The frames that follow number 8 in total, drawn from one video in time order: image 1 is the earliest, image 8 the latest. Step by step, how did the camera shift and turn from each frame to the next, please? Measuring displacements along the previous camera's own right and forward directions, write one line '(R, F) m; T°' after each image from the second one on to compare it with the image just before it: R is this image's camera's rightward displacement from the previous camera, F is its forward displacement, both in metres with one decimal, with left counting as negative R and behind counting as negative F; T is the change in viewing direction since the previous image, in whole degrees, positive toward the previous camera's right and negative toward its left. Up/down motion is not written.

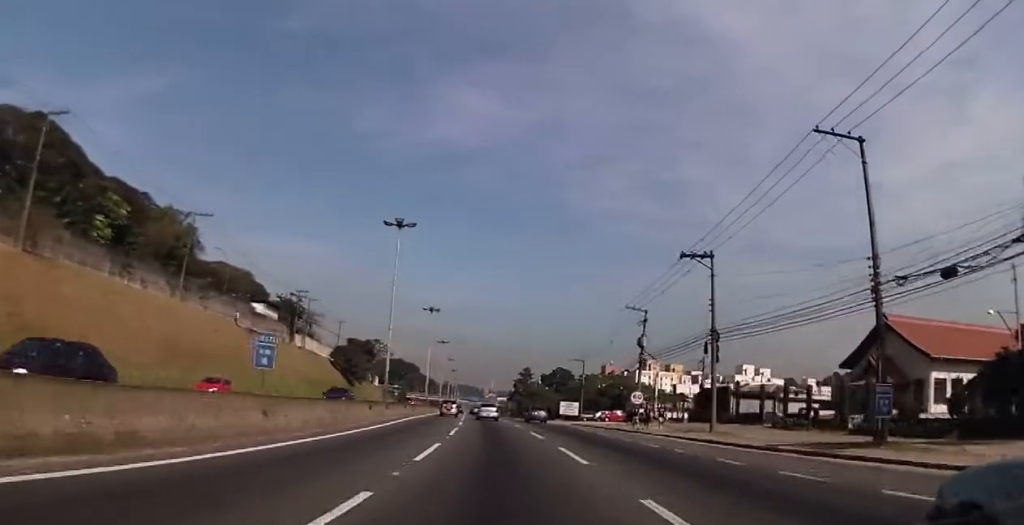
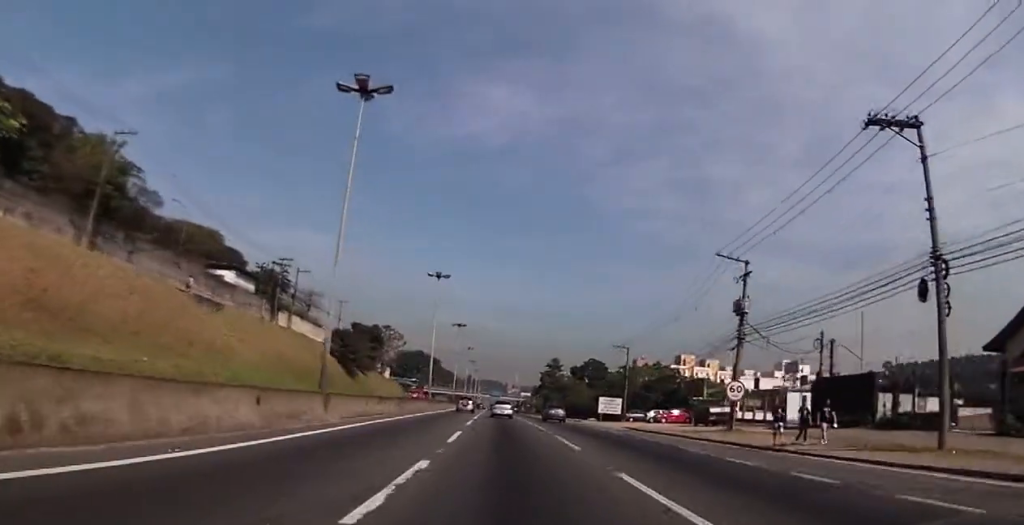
(-0.4, +21.5) m; -2°
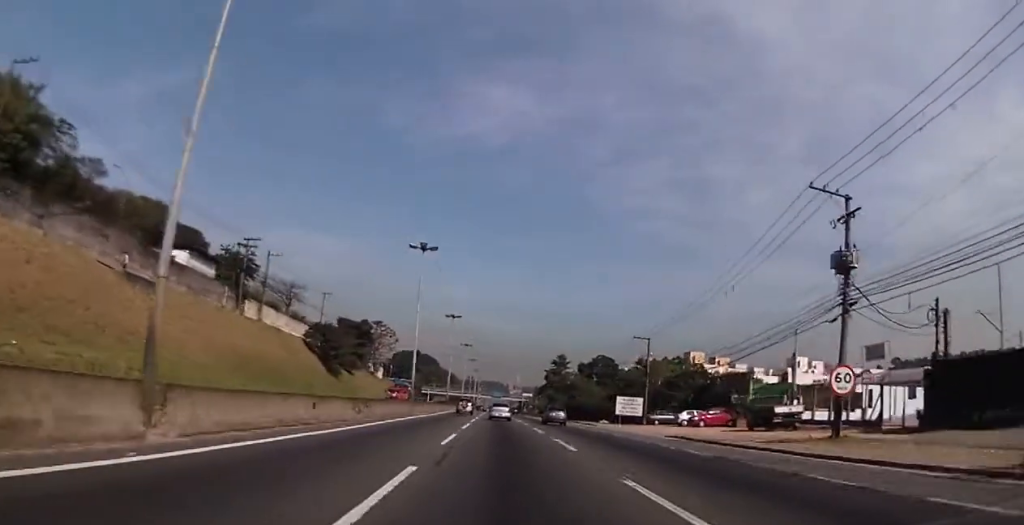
(-0.1, +13.5) m; -1°
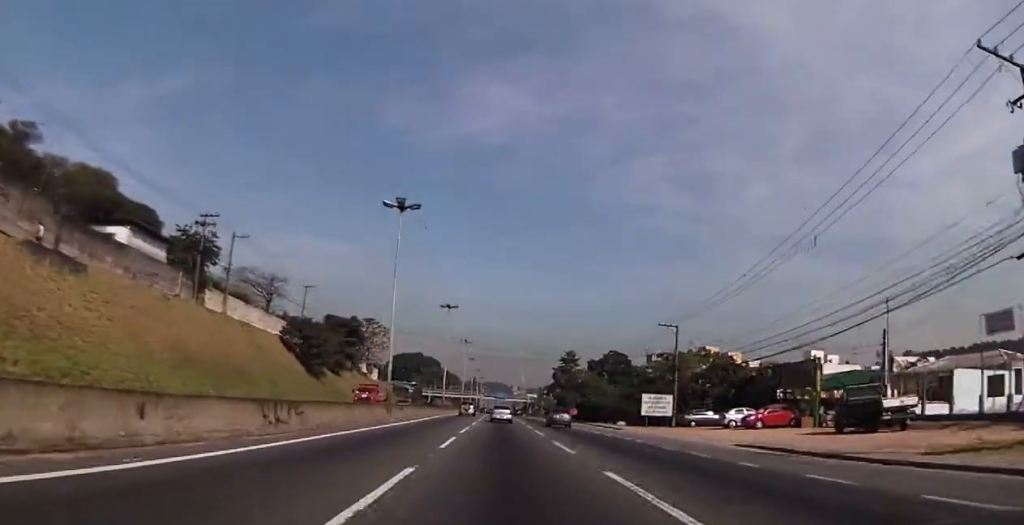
(0.0, +11.8) m; -1°
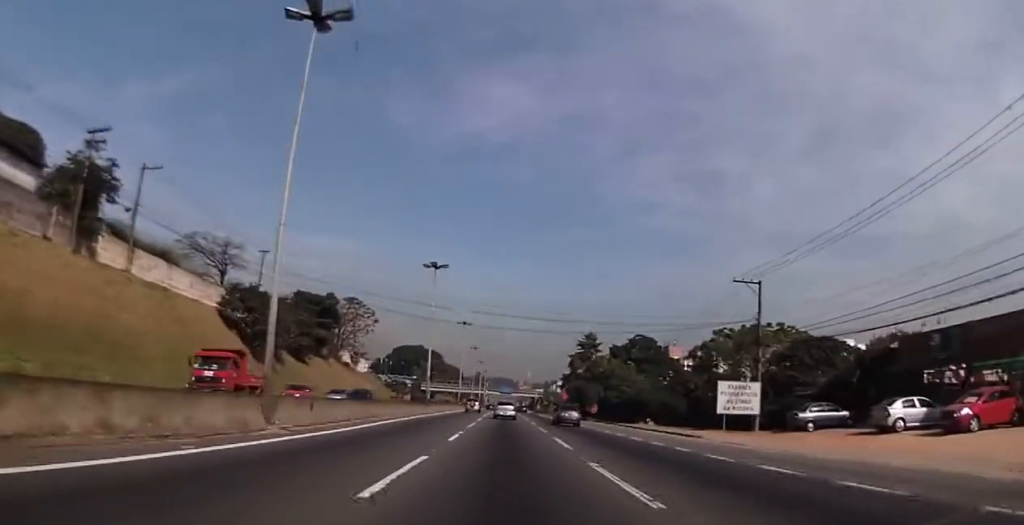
(-0.2, +21.2) m; -1°
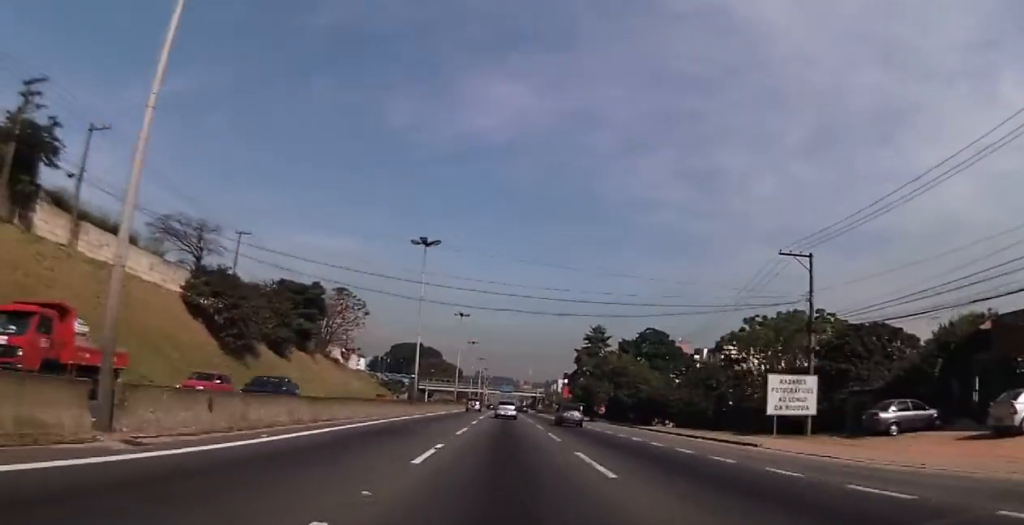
(0.0, +9.0) m; 0°
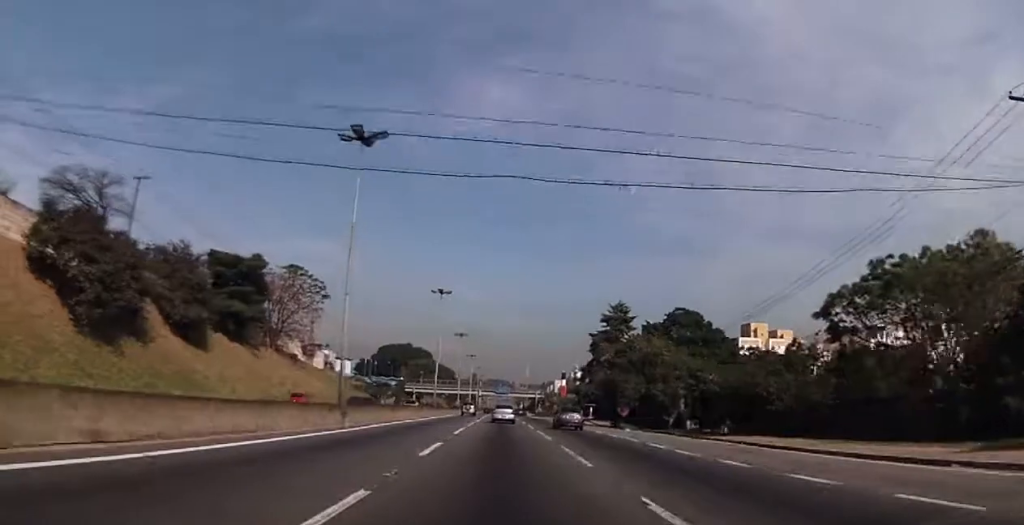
(-0.2, +21.5) m; -1°
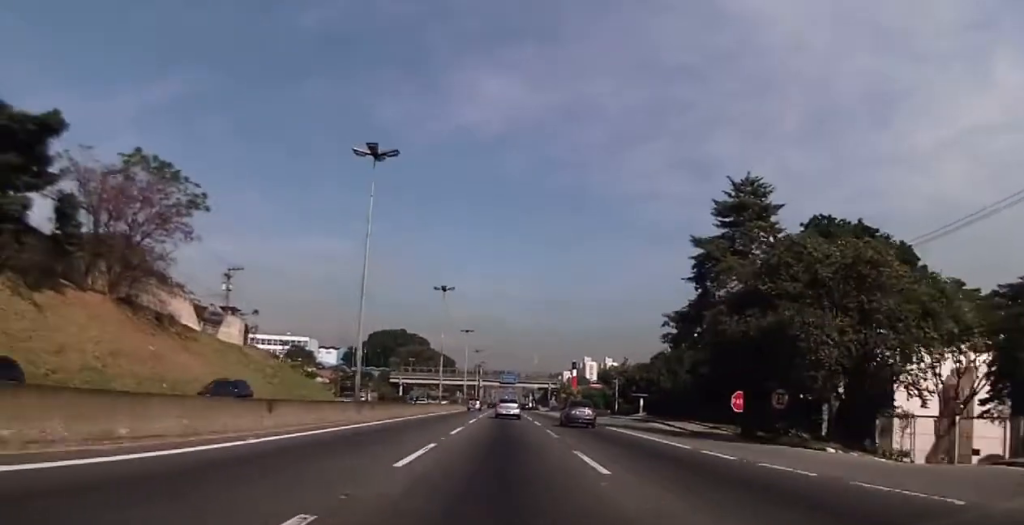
(-0.1, +37.8) m; 0°
